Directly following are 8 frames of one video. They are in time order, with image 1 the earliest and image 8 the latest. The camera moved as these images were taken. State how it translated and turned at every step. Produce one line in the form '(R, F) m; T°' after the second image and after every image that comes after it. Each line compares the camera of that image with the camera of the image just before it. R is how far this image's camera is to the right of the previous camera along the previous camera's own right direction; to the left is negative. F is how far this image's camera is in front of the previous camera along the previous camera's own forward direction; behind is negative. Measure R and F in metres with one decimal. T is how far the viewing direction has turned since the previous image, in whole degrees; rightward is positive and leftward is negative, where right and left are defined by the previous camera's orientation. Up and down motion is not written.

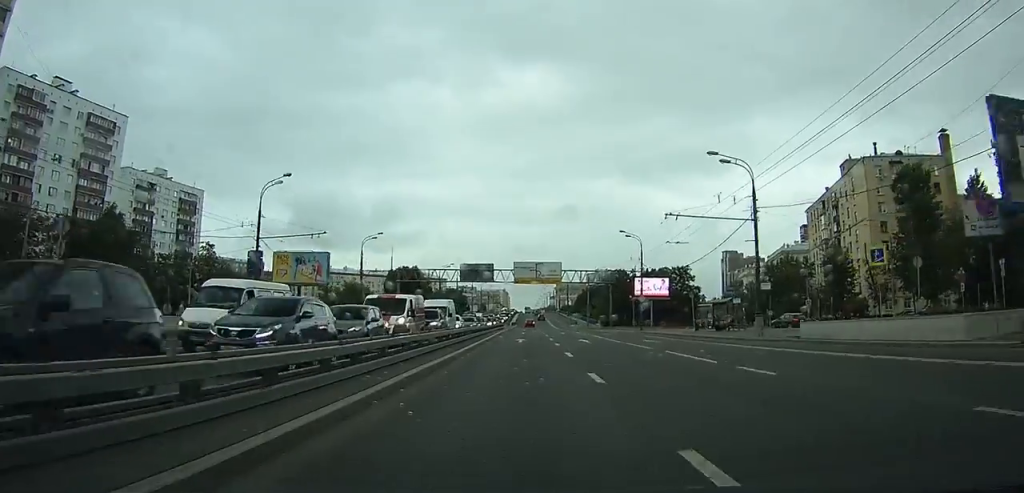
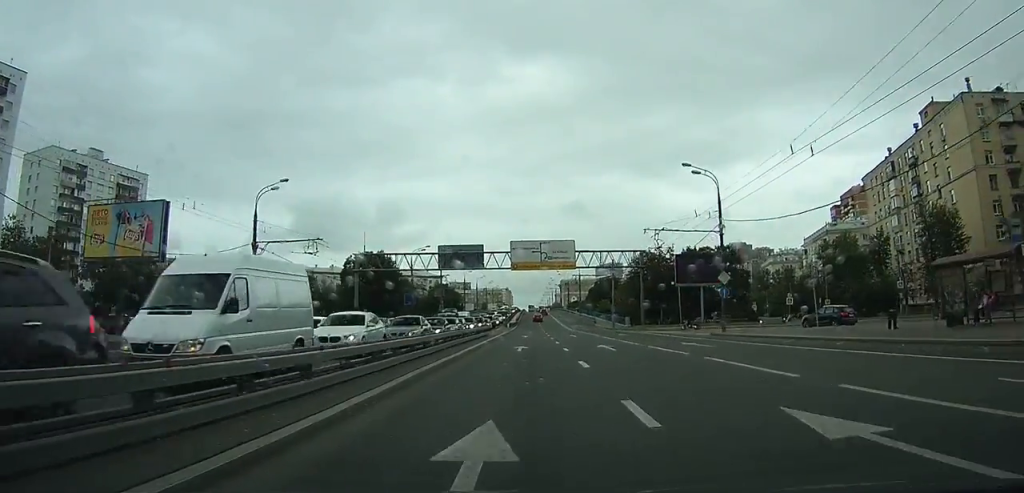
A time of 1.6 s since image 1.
(-0.9, +28.1) m; -2°
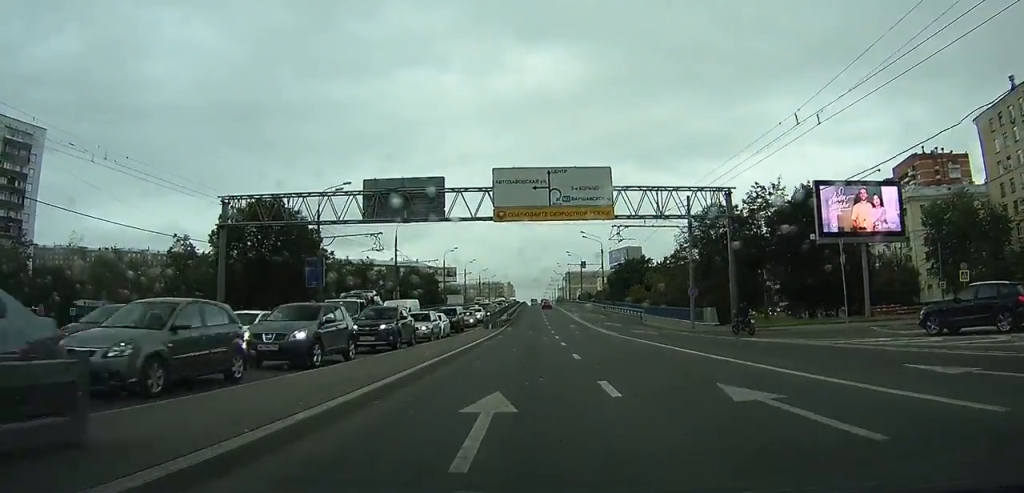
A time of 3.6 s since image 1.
(-0.1, +36.9) m; -1°
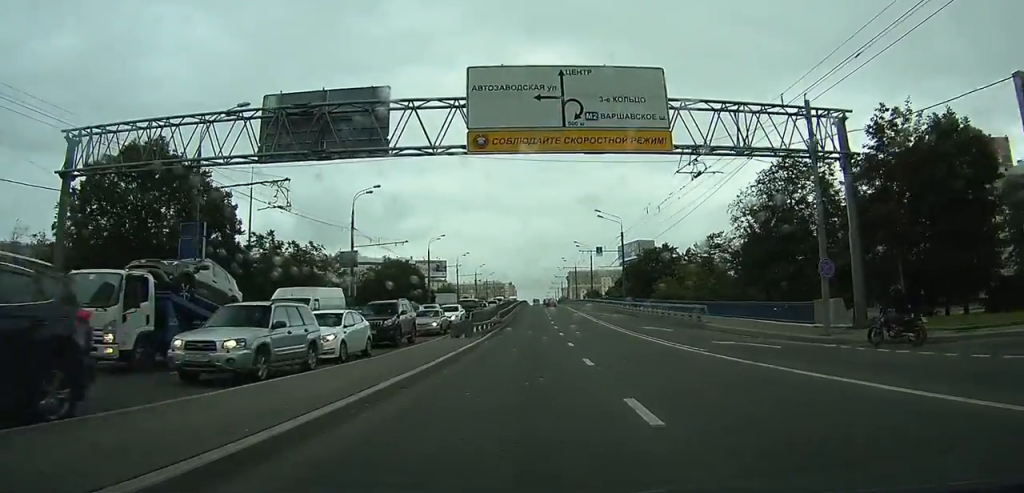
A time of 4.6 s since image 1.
(-0.1, +18.0) m; 0°
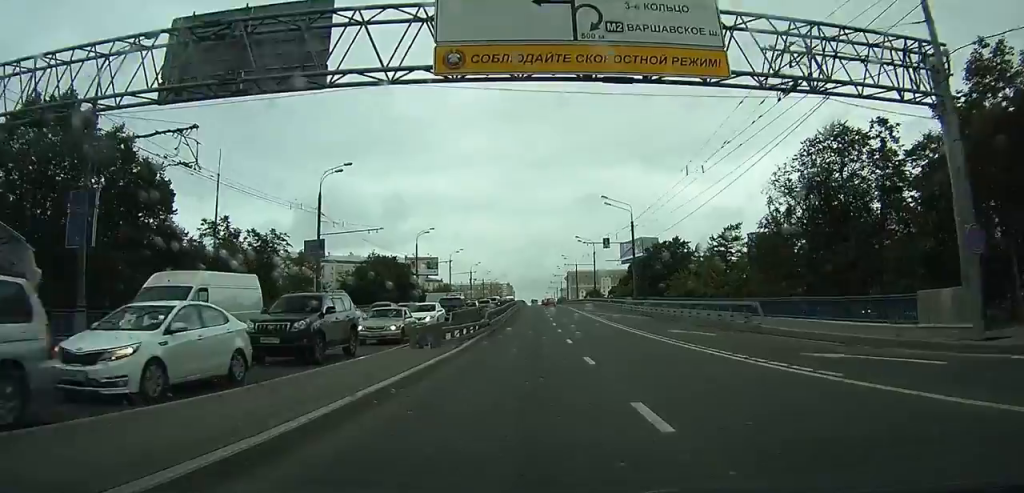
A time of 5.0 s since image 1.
(0.0, +8.2) m; 0°
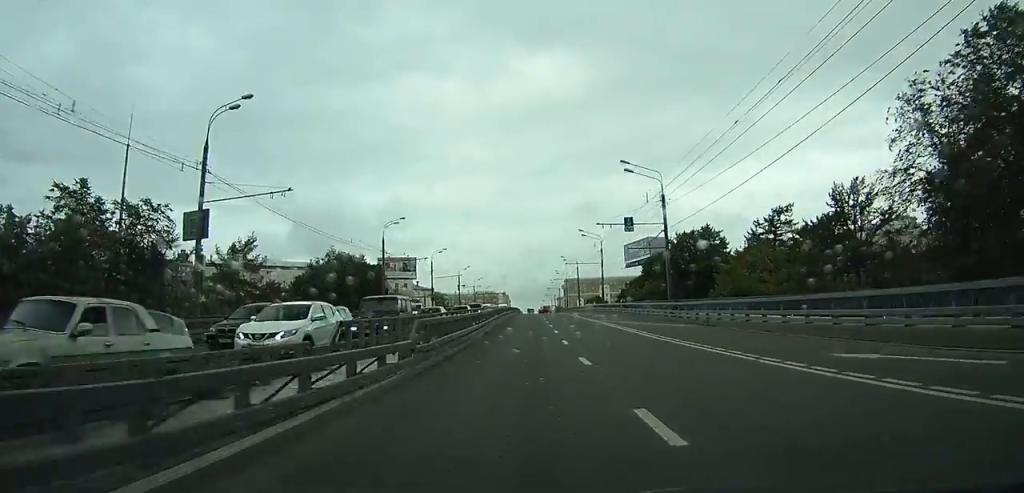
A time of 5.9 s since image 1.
(0.0, +16.5) m; 0°
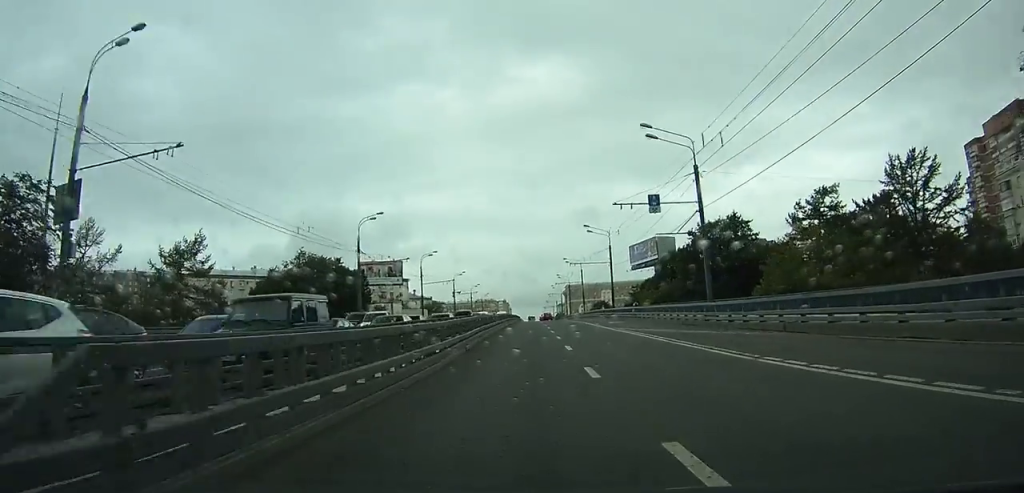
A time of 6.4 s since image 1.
(0.0, +9.6) m; 0°
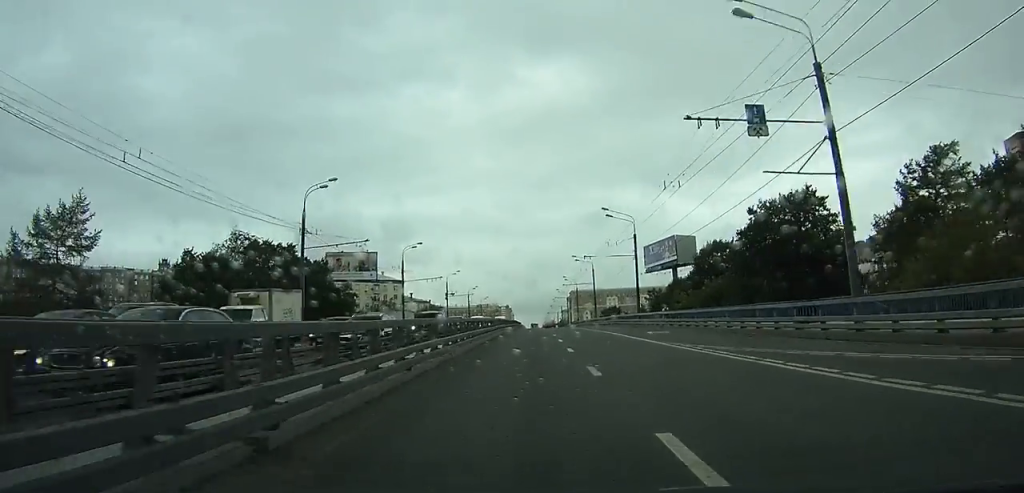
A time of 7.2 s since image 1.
(0.0, +15.5) m; 0°
